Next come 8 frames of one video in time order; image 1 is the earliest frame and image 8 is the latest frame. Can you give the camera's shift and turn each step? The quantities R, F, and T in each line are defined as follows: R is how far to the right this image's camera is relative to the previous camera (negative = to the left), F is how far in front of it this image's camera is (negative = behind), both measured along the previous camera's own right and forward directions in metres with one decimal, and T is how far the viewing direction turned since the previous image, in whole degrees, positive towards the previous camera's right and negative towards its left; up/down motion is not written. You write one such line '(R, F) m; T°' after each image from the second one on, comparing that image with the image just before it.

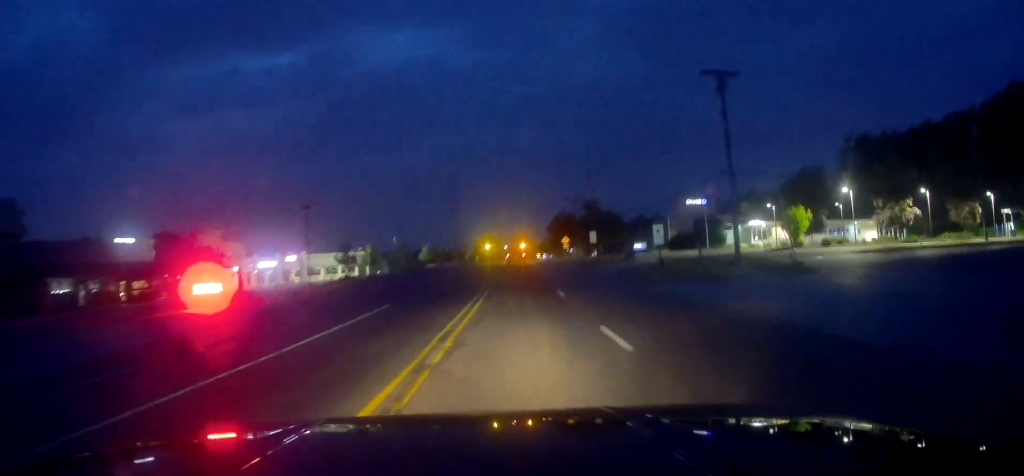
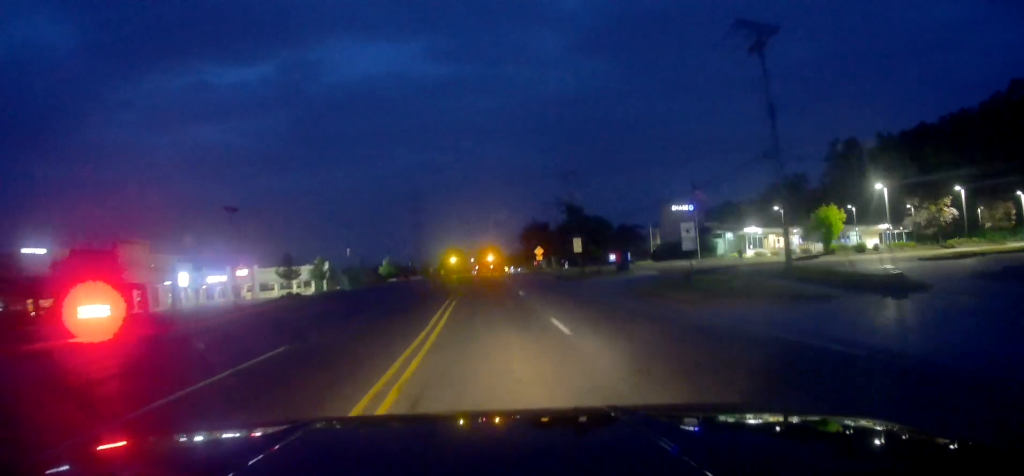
(+0.4, +9.8) m; +6°
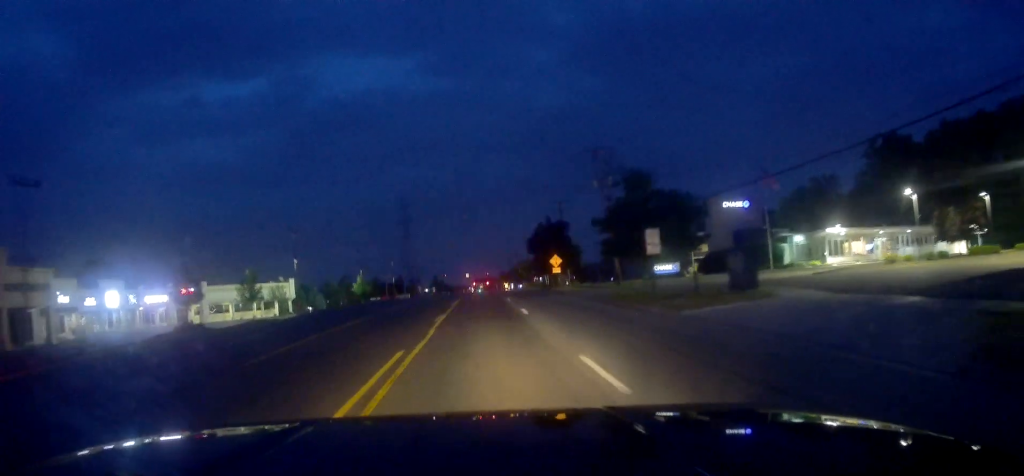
(+1.4, +22.0) m; +3°
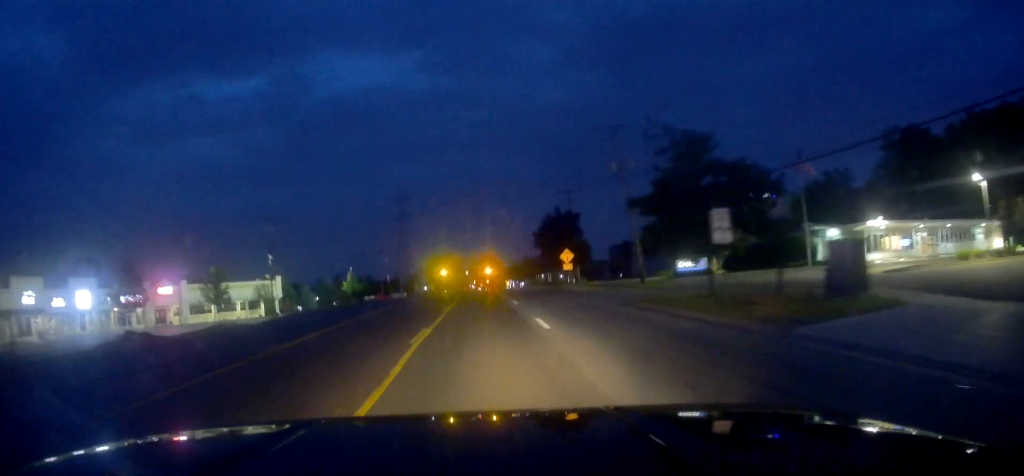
(+0.1, +7.3) m; -1°
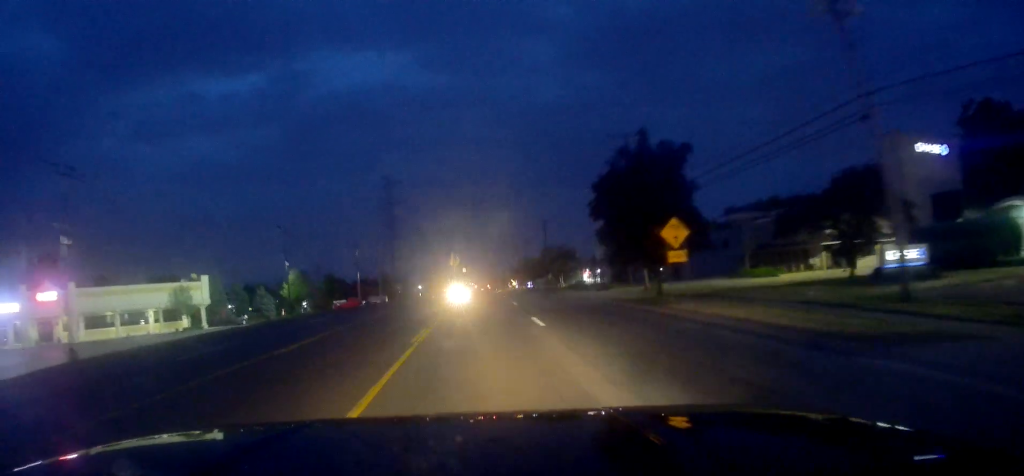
(0.0, +28.5) m; +1°
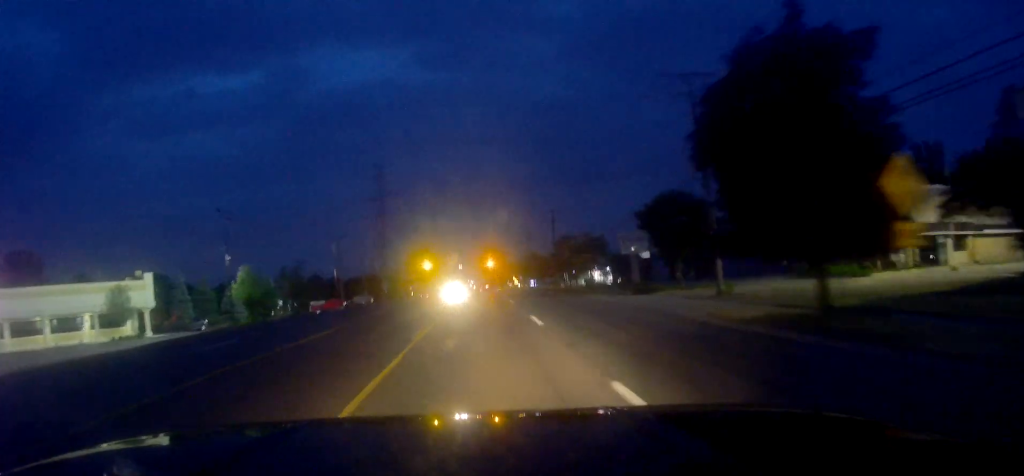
(+0.1, +13.5) m; -2°
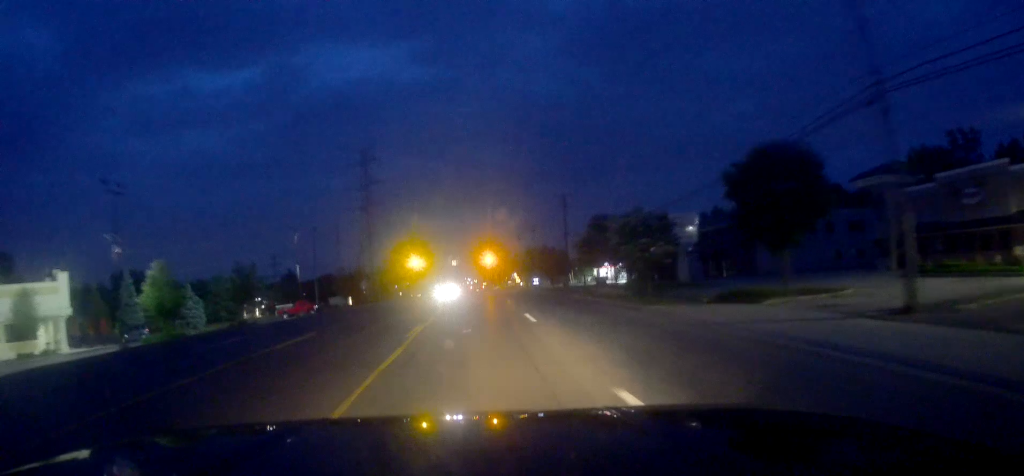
(-0.4, +15.0) m; -1°
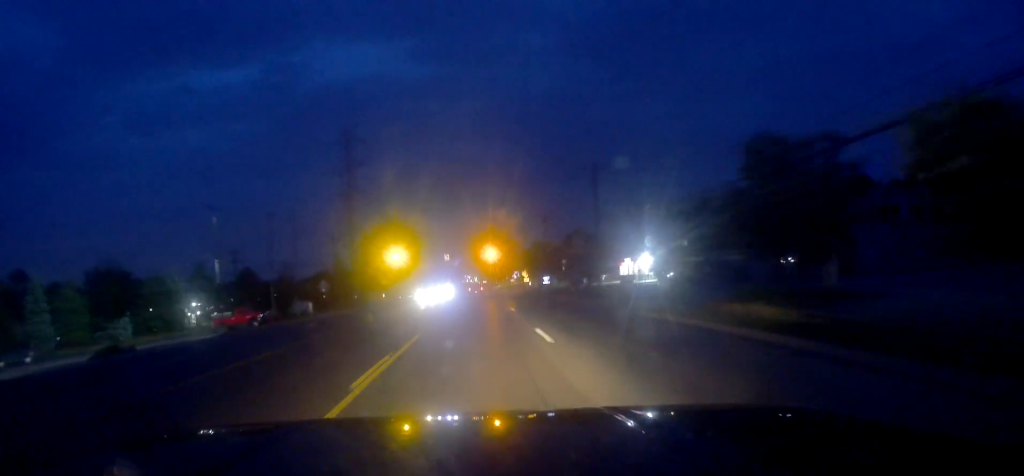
(+0.1, +19.6) m; +2°
